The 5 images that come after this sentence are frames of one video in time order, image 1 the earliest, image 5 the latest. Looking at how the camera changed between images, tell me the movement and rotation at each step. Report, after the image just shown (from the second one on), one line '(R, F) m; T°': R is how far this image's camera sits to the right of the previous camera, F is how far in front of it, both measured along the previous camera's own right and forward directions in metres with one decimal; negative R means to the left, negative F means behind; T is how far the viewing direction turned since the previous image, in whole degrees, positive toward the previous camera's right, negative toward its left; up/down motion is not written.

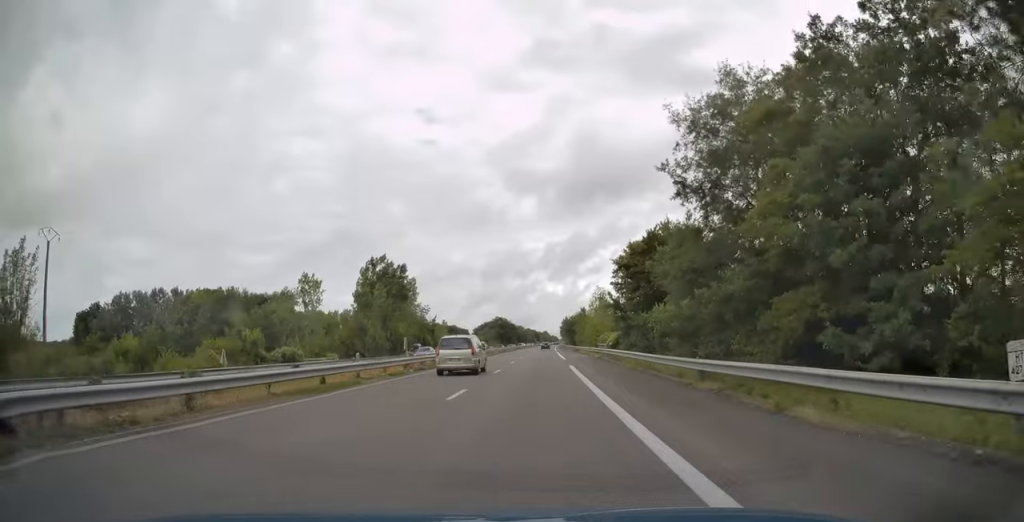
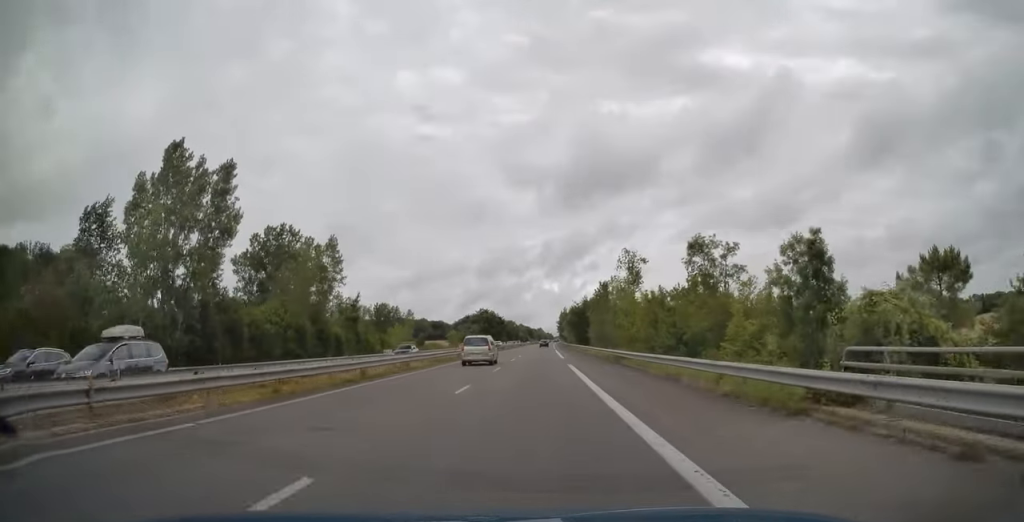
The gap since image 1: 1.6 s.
(+0.3, +51.0) m; +1°
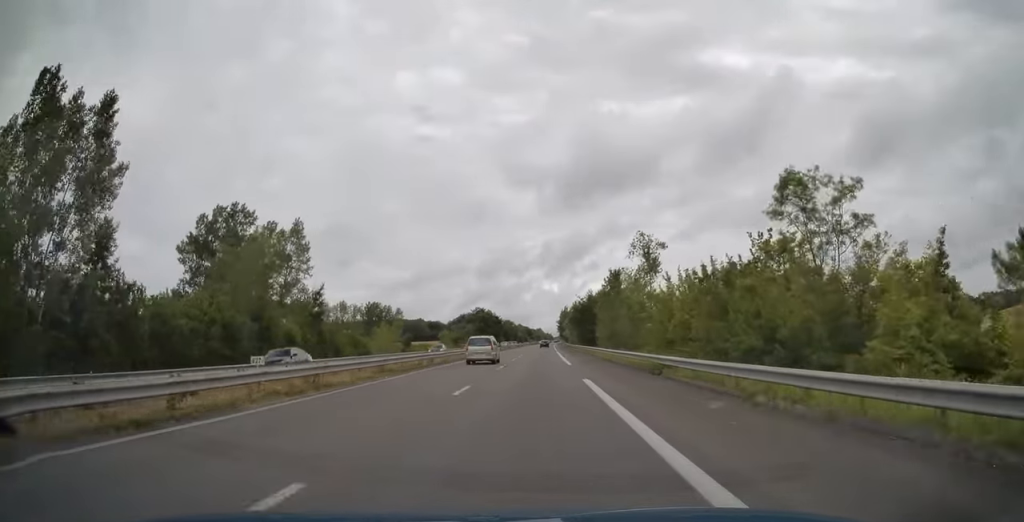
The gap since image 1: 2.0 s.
(0.0, +13.3) m; 0°
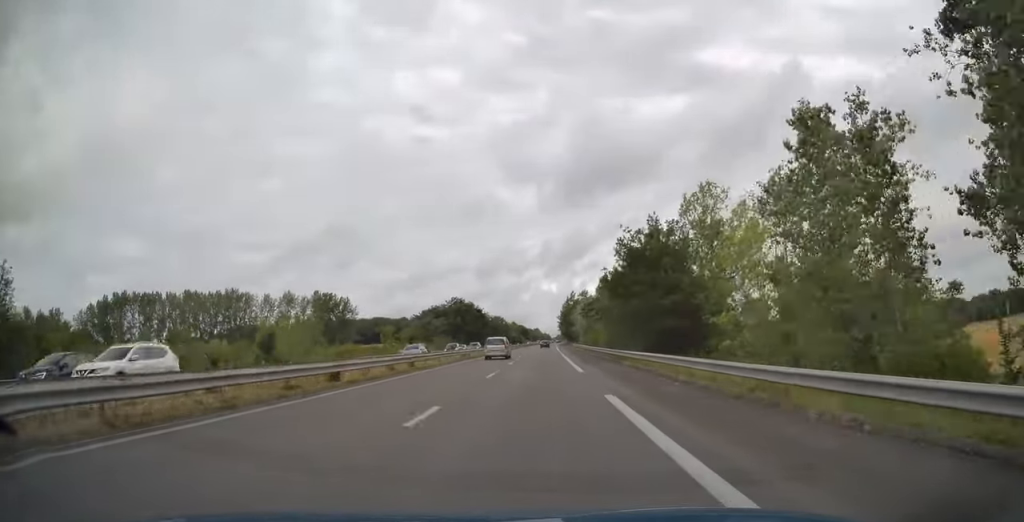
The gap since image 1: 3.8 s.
(+0.1, +58.3) m; 0°
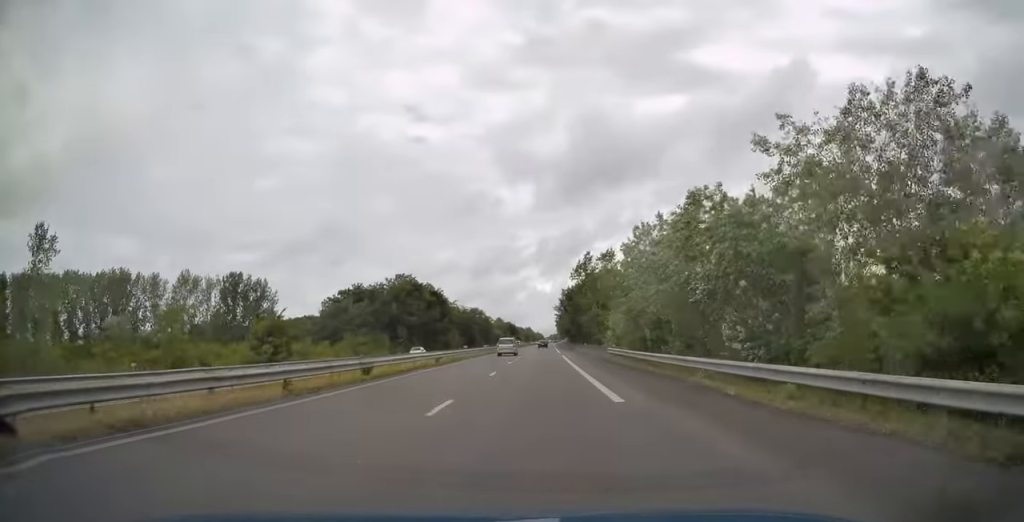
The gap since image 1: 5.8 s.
(+0.5, +64.1) m; +1°
